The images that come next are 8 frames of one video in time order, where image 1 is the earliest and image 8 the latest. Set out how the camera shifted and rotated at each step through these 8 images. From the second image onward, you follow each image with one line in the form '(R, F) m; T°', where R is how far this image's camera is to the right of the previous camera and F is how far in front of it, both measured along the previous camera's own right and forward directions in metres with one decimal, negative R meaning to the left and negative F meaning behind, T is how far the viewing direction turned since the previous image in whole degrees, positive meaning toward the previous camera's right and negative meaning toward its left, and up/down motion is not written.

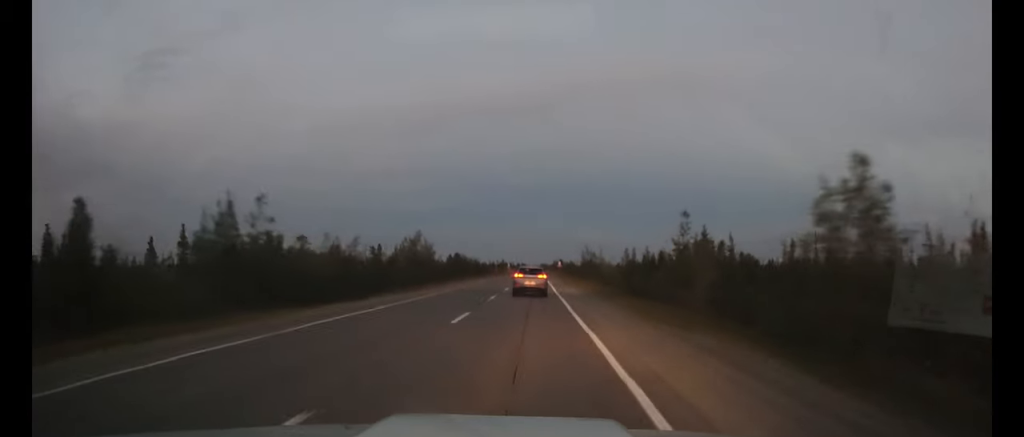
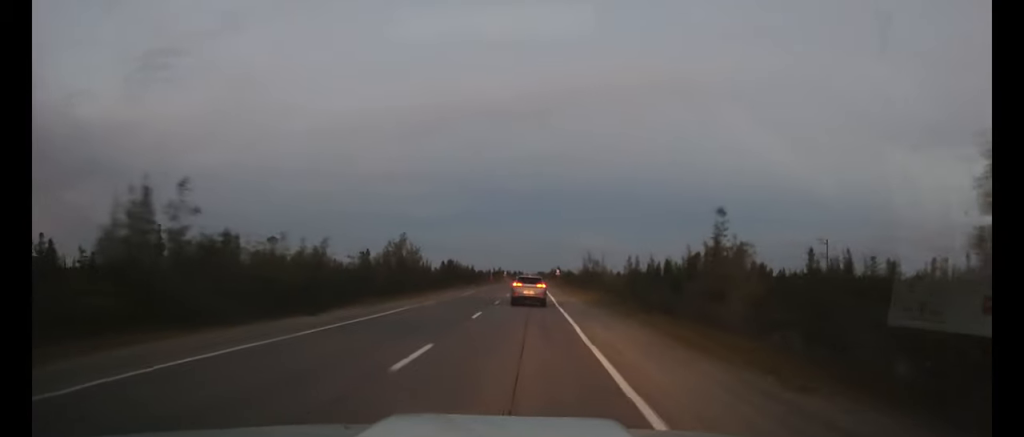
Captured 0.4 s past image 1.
(0.0, +6.4) m; 0°
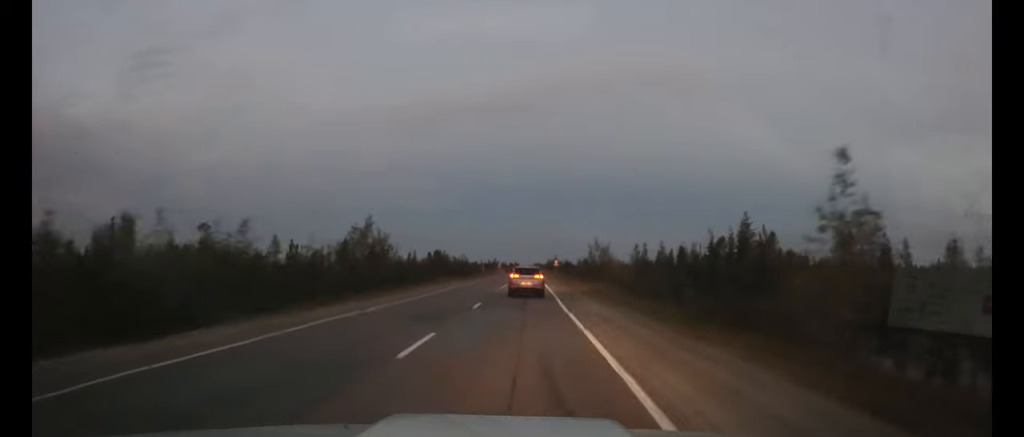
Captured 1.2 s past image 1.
(0.0, +11.3) m; 0°
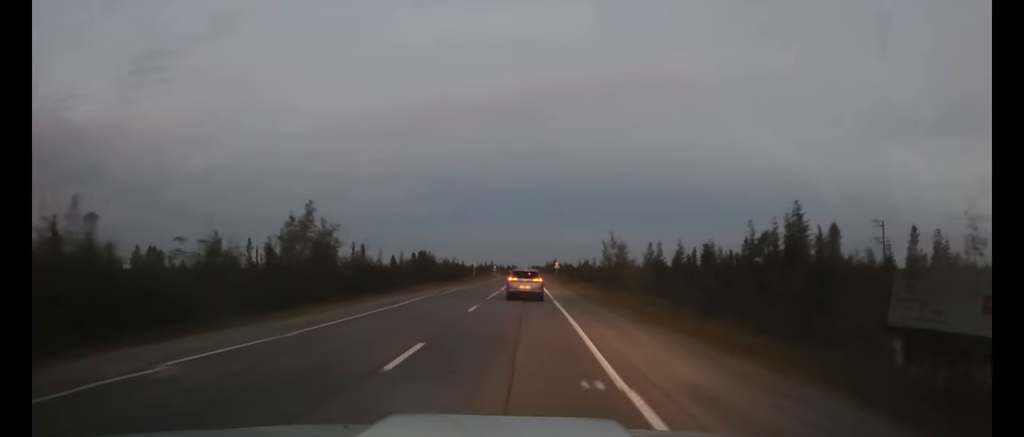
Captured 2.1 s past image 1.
(0.0, +13.1) m; 0°
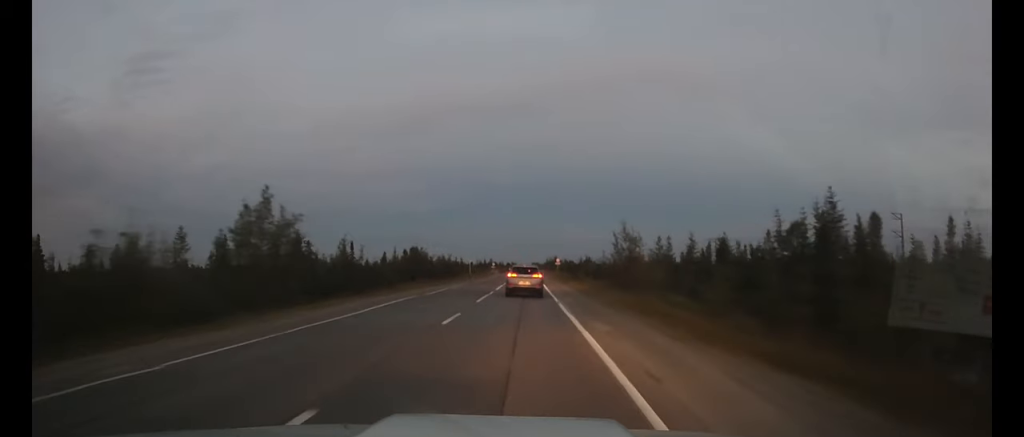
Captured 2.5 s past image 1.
(0.0, +6.2) m; 0°
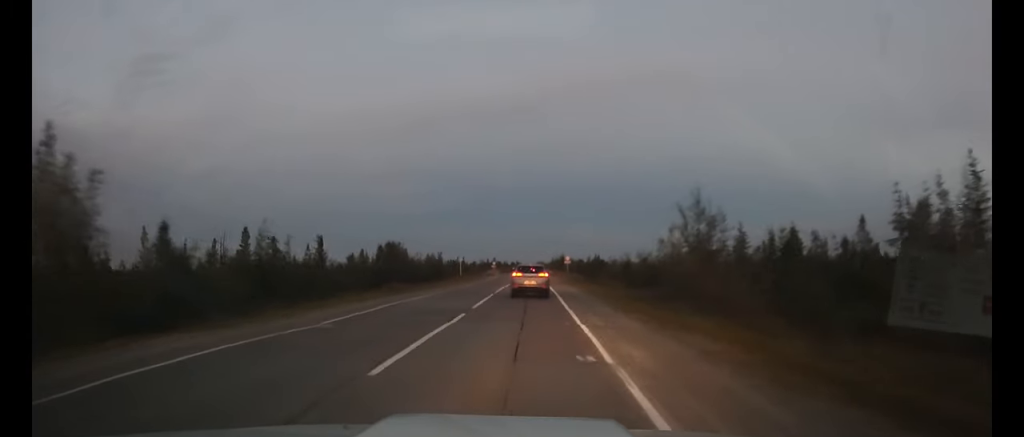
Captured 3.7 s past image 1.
(0.0, +16.9) m; 0°
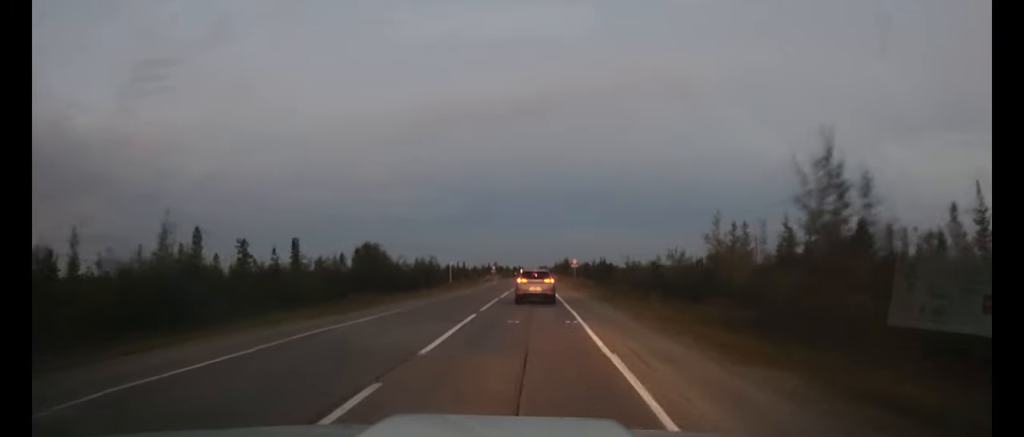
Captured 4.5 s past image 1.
(0.0, +10.6) m; 0°
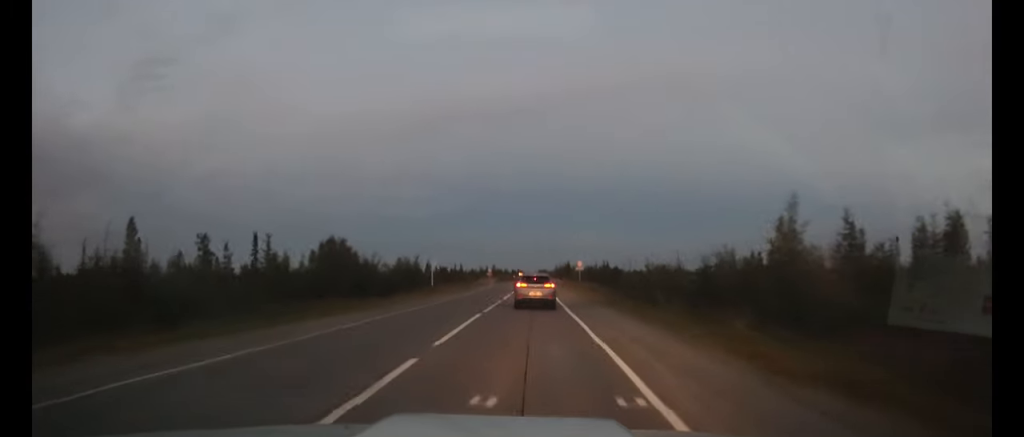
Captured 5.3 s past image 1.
(0.0, +10.4) m; 0°
